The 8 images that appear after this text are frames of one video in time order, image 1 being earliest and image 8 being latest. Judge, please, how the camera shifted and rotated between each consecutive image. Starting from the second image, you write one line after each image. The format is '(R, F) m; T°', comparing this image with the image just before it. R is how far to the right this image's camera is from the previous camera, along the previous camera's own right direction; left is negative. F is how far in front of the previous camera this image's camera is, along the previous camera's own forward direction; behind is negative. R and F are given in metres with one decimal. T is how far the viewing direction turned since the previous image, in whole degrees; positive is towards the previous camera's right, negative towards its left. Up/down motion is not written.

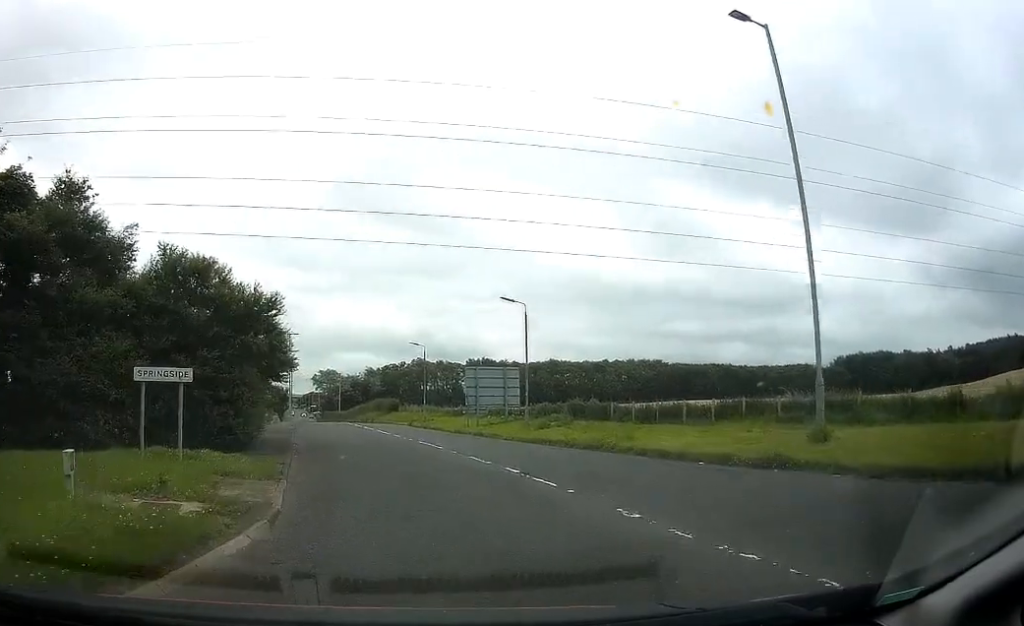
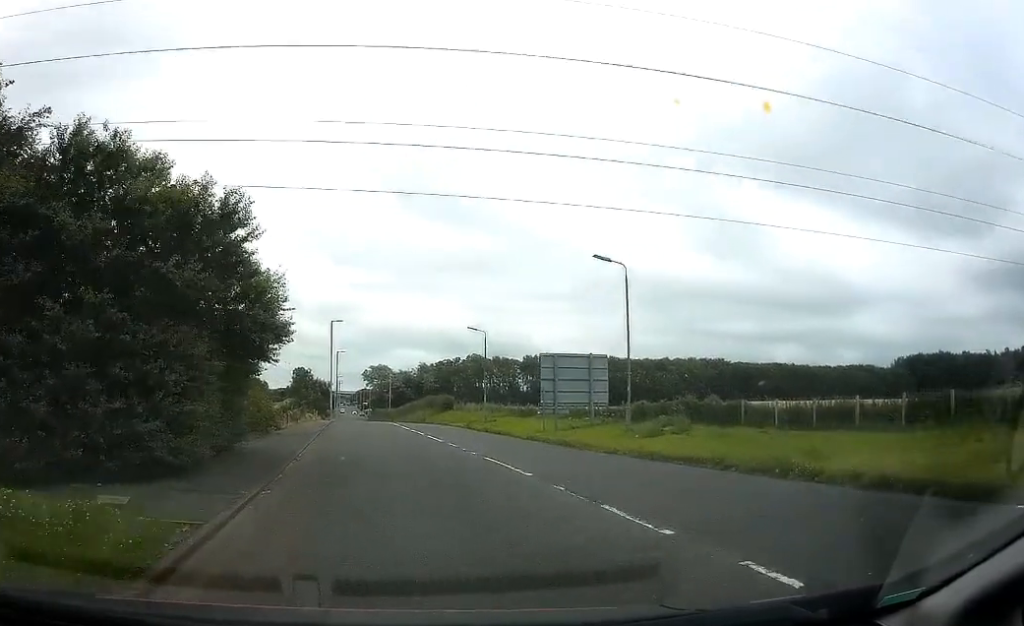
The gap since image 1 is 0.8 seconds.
(-0.2, +8.8) m; -2°
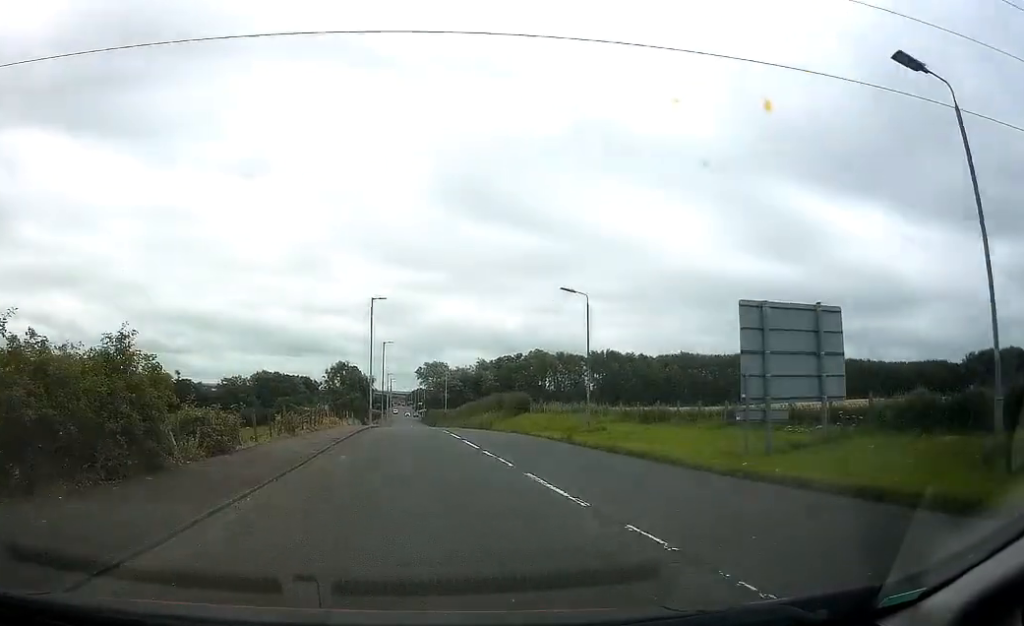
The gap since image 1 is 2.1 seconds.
(-0.4, +15.1) m; -4°
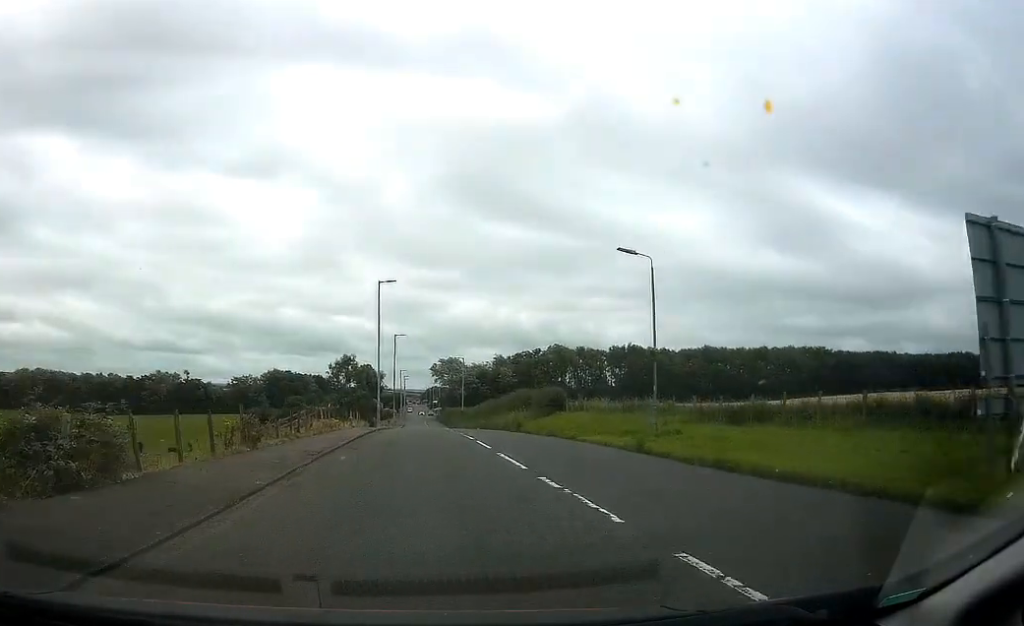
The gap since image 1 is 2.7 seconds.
(-0.2, +7.6) m; -2°
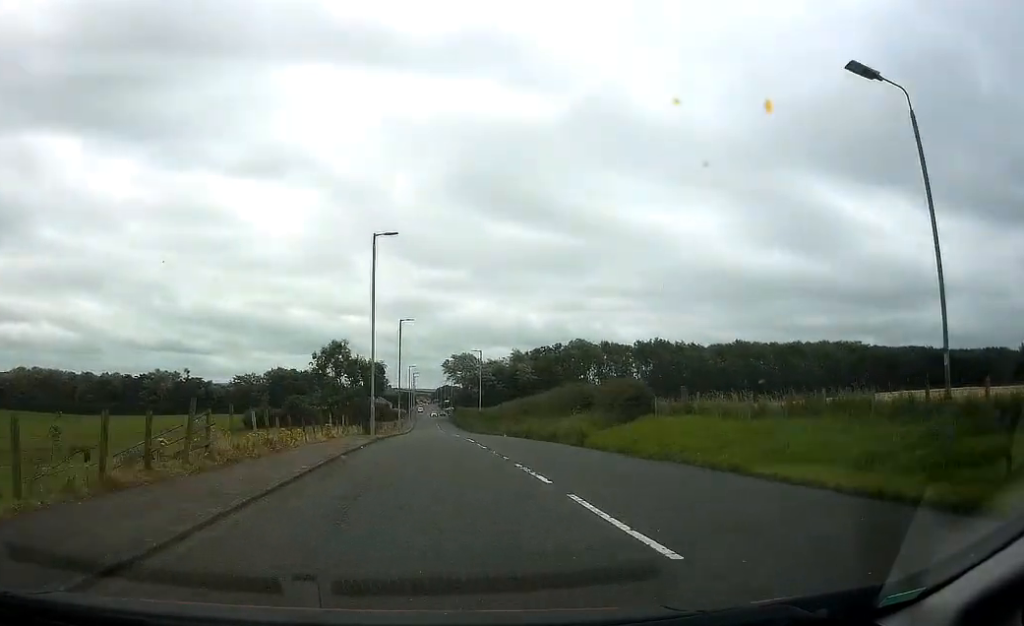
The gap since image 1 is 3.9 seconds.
(-0.5, +14.6) m; -2°
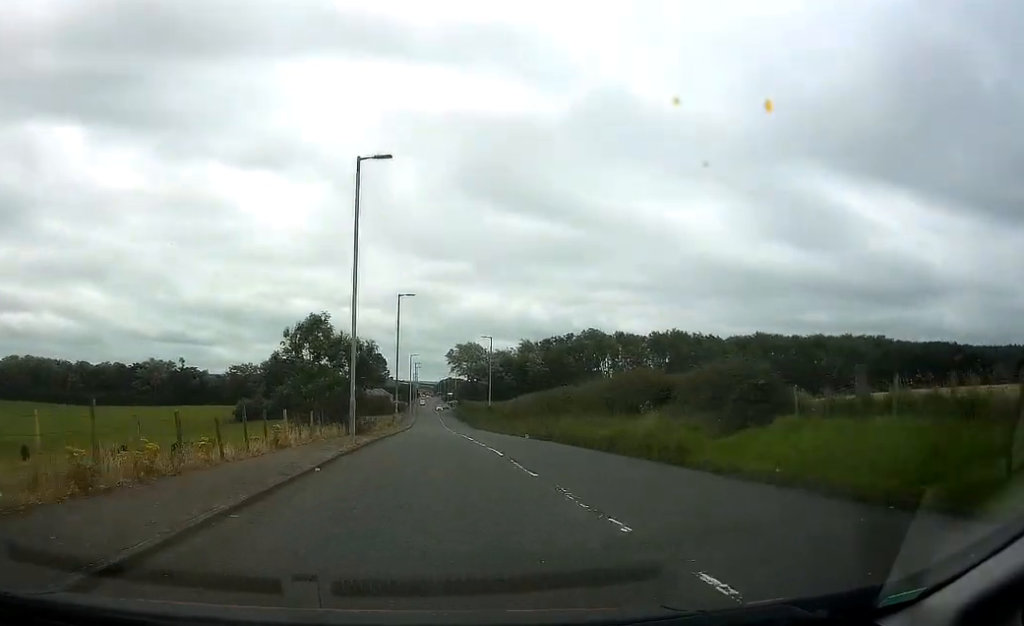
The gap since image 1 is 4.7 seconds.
(0.0, +10.7) m; 0°
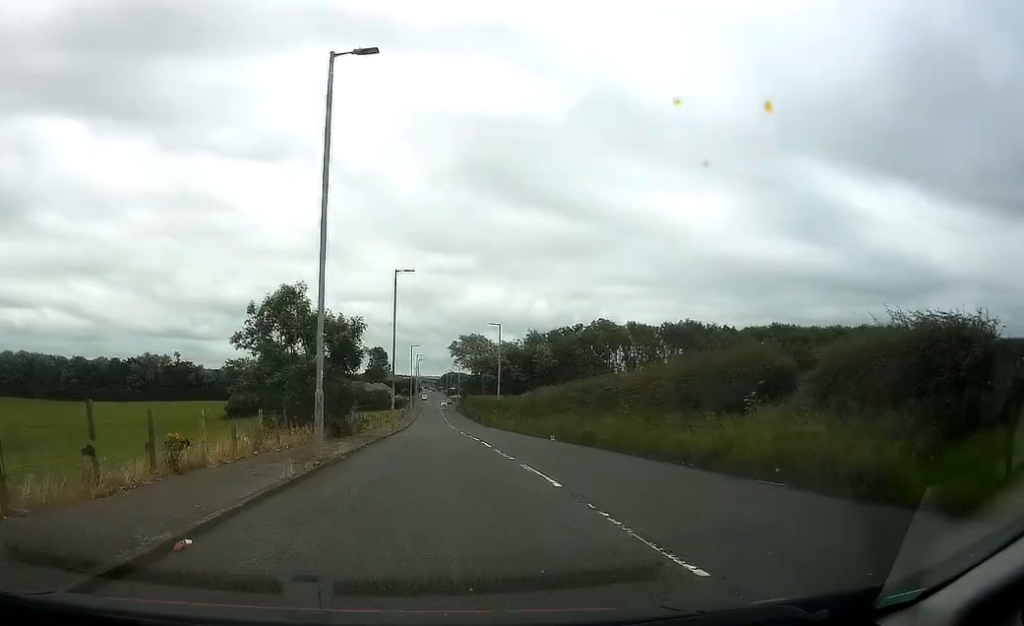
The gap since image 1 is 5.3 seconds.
(+0.2, +7.7) m; 0°
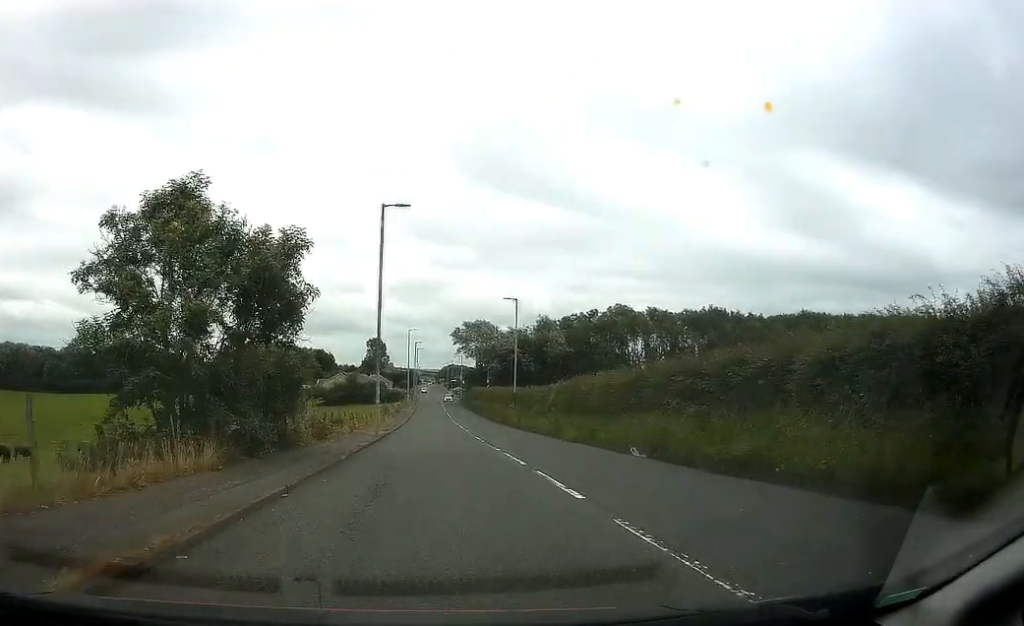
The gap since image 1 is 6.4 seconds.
(-0.3, +14.0) m; 0°
